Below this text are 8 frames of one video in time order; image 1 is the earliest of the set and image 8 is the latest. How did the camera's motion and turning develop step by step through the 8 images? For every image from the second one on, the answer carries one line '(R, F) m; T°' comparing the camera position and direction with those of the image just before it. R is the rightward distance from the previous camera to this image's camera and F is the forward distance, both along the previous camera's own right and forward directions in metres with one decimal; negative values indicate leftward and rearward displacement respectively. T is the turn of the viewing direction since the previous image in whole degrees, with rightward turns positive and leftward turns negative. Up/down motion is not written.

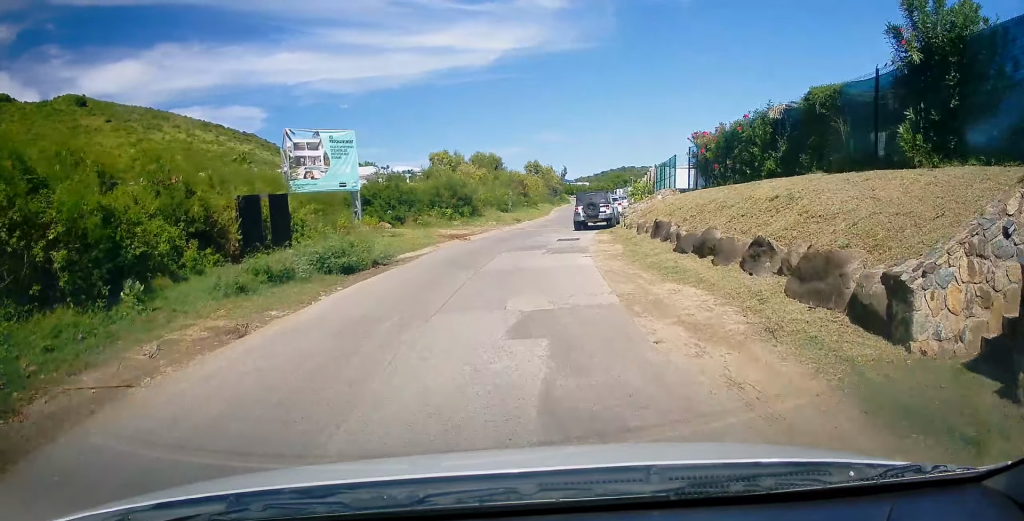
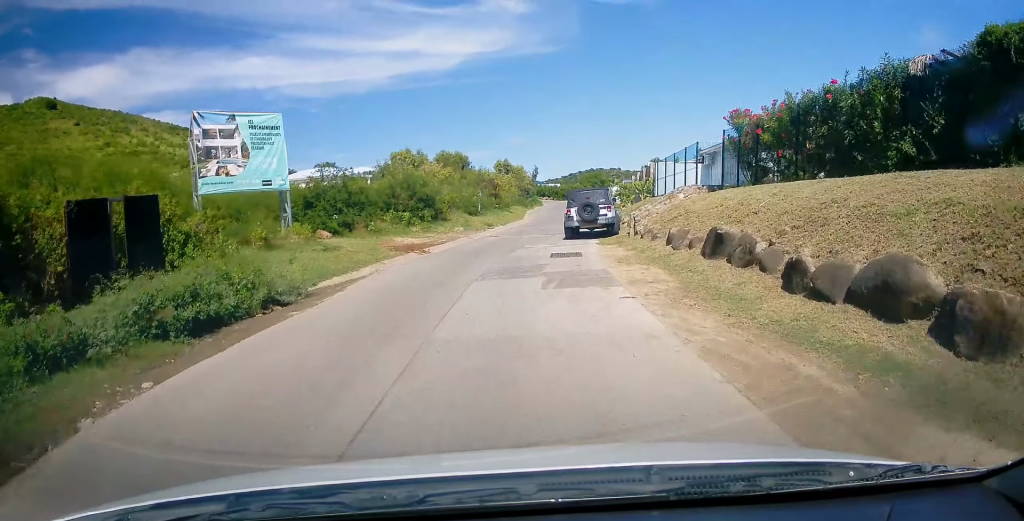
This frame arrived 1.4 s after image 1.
(+0.1, +6.9) m; 0°
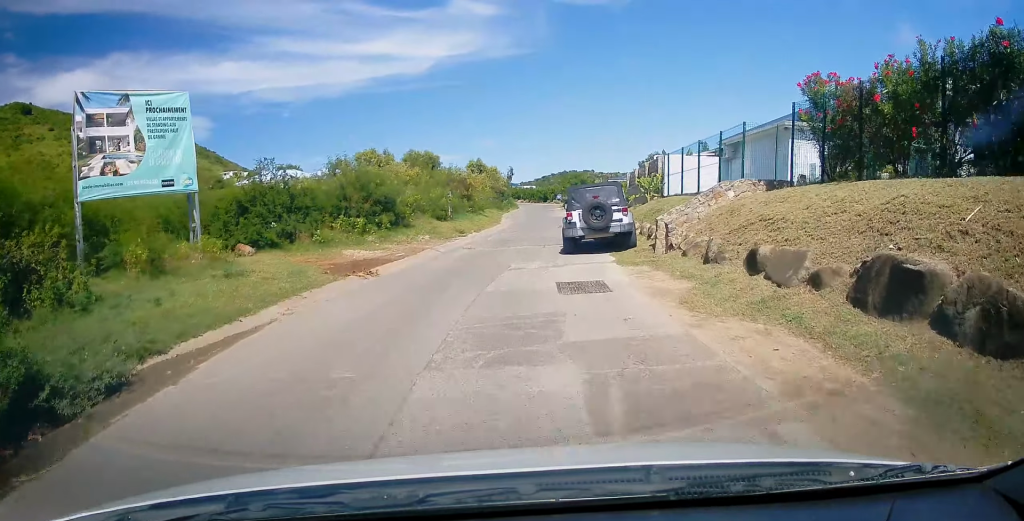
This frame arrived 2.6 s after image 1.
(+0.2, +6.1) m; +3°
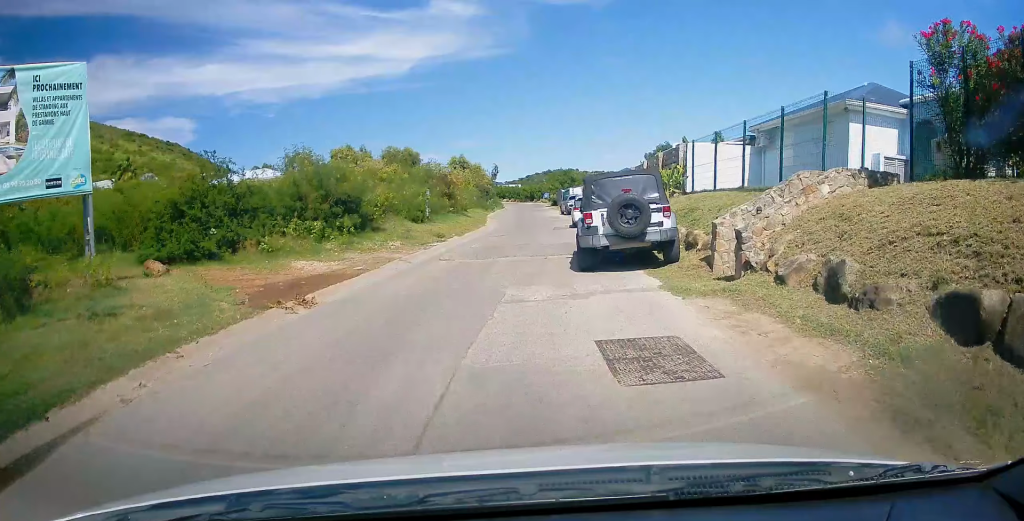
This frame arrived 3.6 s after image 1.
(+0.1, +4.9) m; +2°
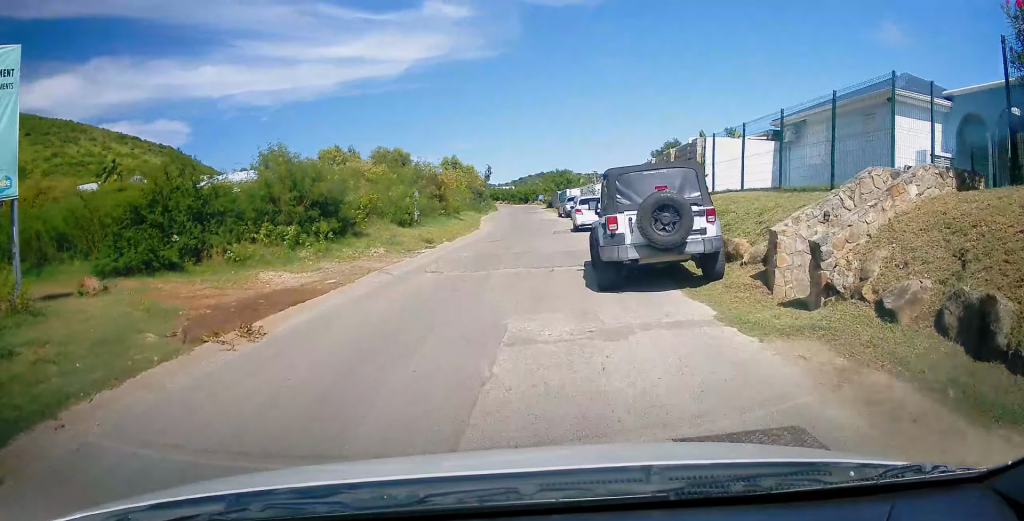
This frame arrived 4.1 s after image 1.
(+0.1, +2.6) m; 0°
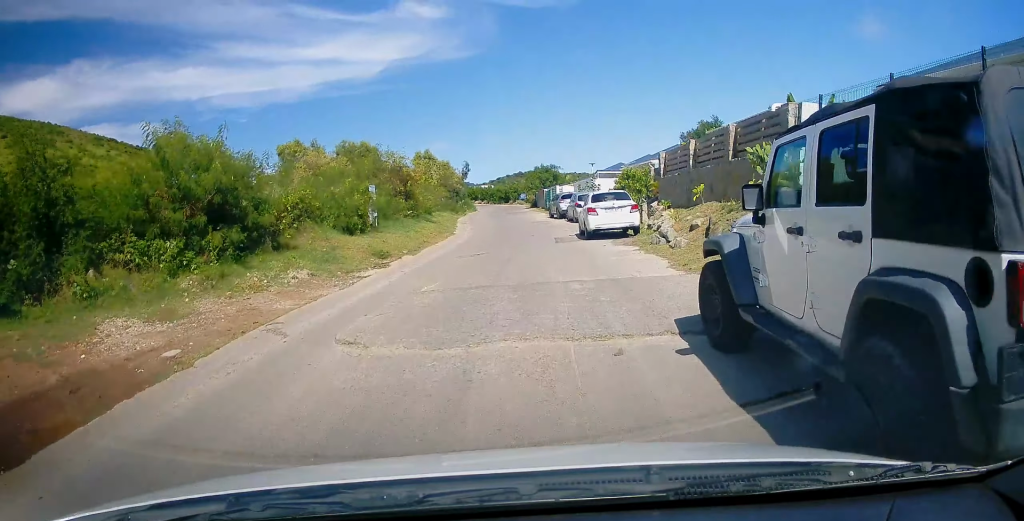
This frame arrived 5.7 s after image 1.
(0.0, +7.4) m; +6°
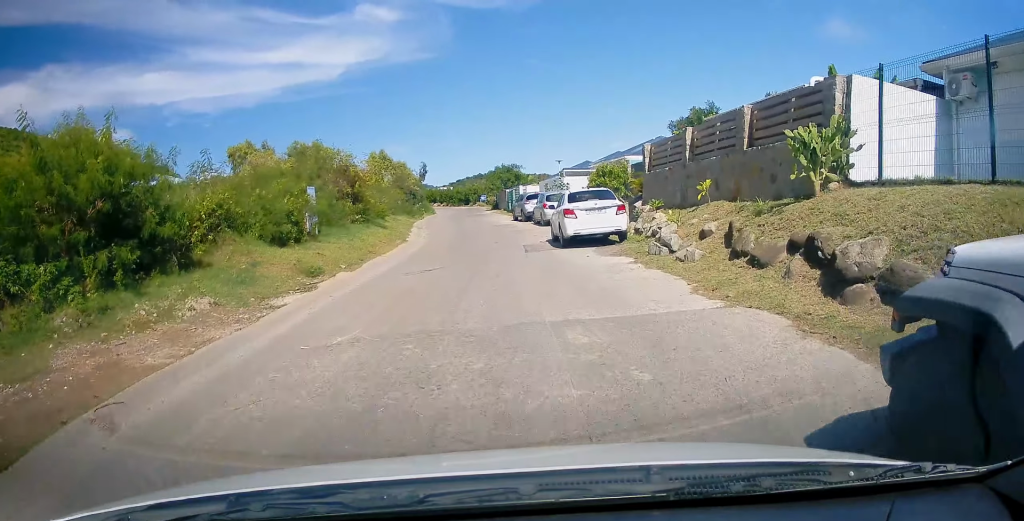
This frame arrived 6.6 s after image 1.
(+0.4, +3.3) m; +6°
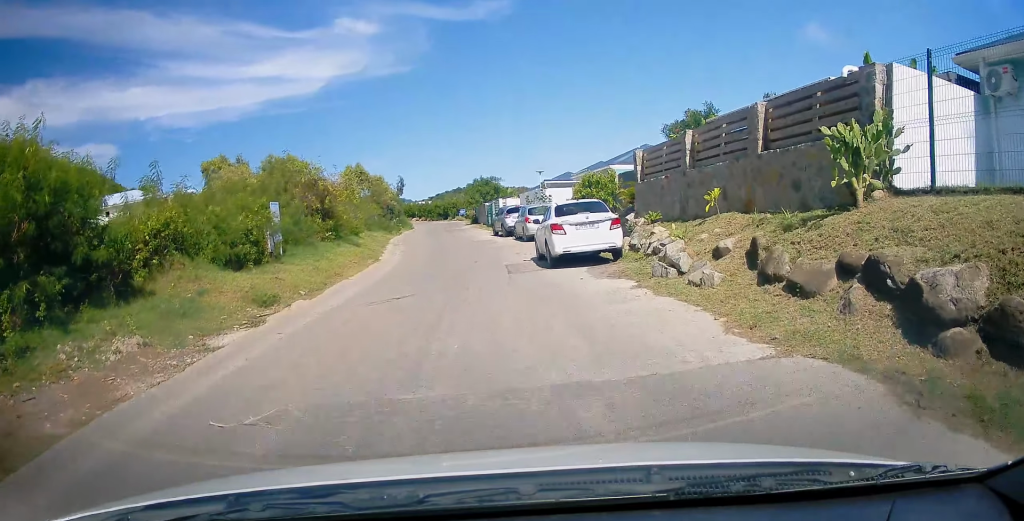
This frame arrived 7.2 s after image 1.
(0.0, +1.9) m; +1°
